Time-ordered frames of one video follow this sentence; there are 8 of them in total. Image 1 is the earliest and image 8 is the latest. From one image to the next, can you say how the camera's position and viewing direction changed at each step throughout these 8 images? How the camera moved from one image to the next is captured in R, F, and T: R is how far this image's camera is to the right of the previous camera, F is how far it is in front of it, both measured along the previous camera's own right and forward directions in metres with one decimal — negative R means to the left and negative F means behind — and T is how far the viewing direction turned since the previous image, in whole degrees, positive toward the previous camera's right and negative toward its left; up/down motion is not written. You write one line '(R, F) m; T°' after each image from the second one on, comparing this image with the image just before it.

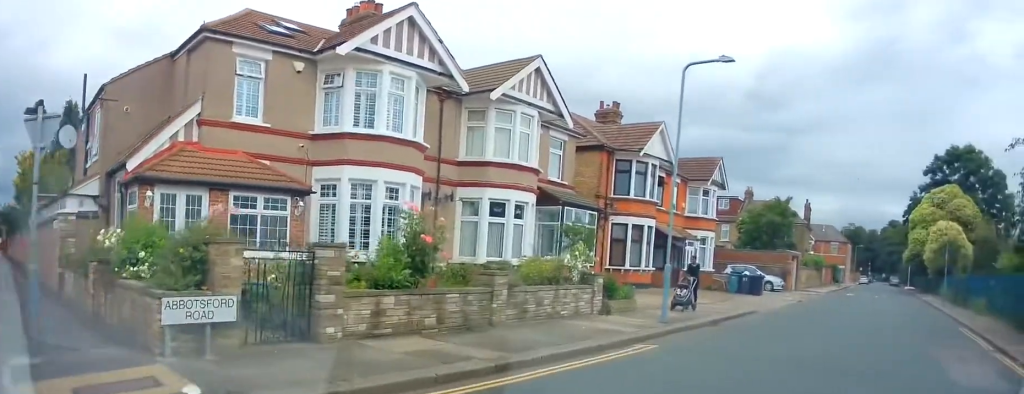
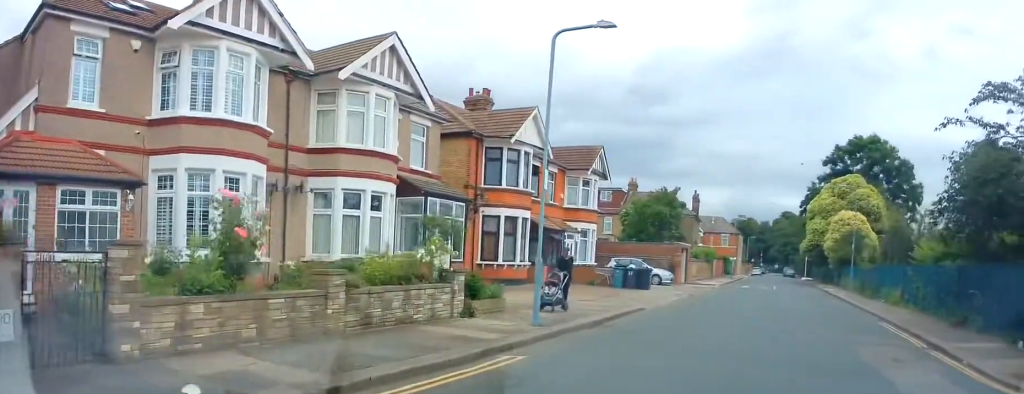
(+0.5, +1.9) m; +8°
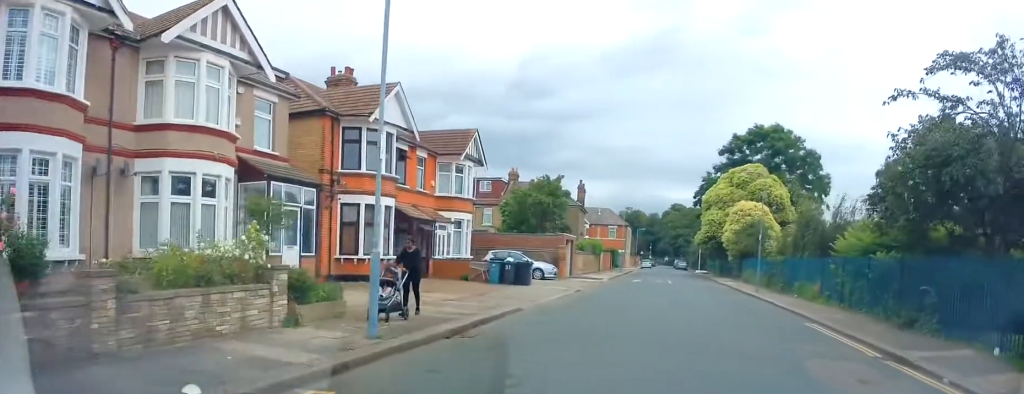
(+0.4, +2.7) m; +8°
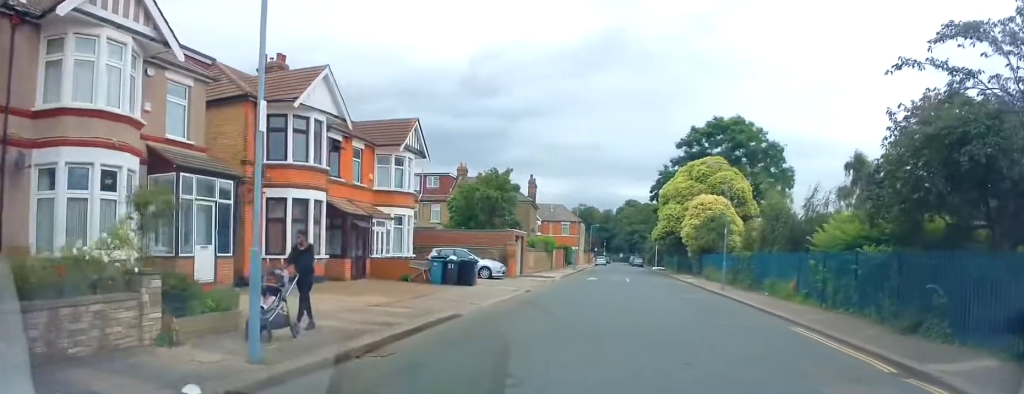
(0.0, +2.3) m; 0°
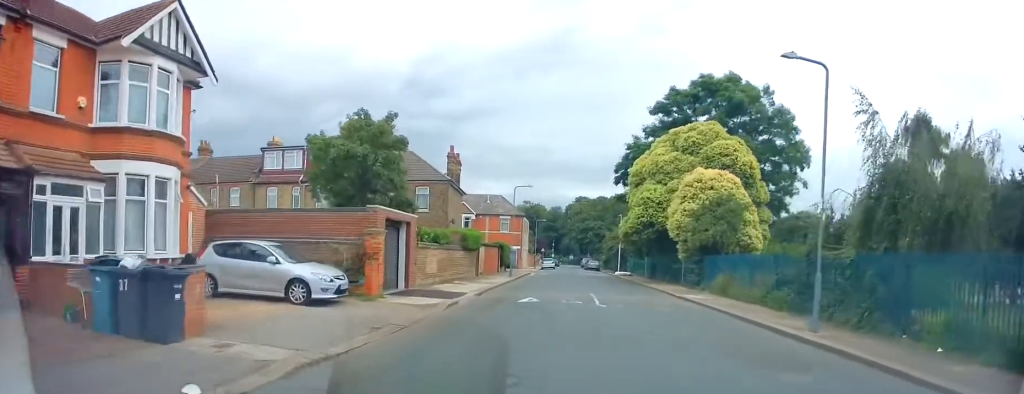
(+0.4, +16.5) m; +6°
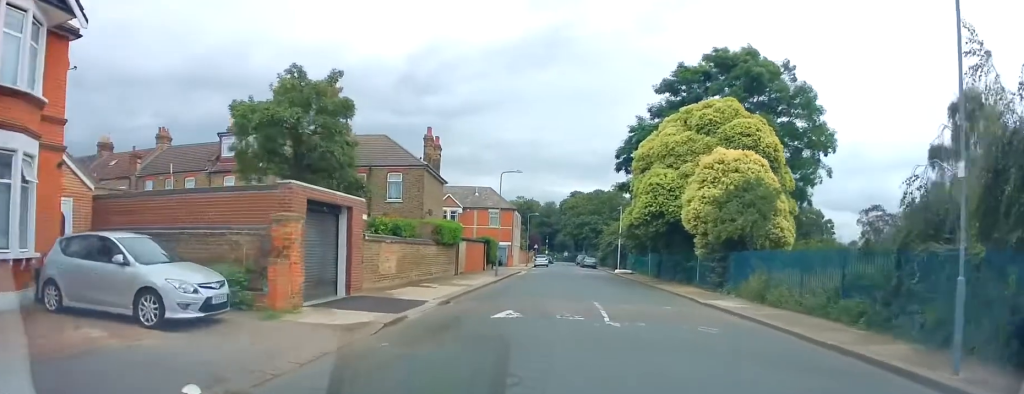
(+0.3, +5.6) m; +2°
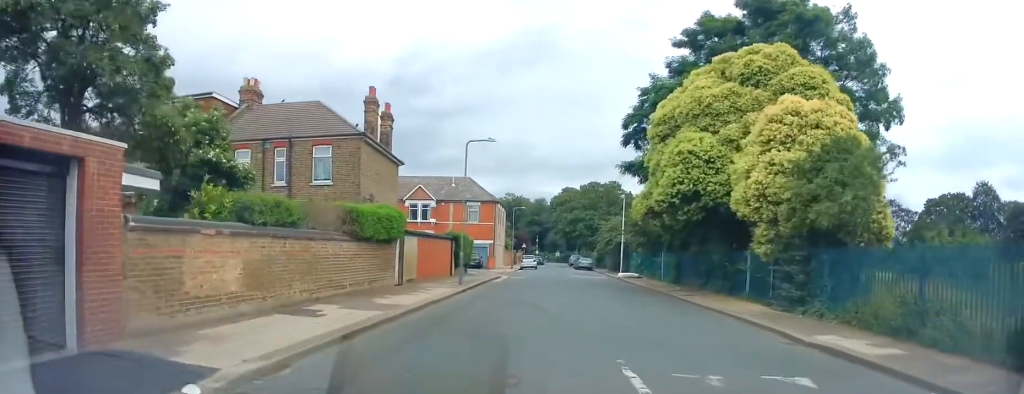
(-0.6, +10.4) m; -4°
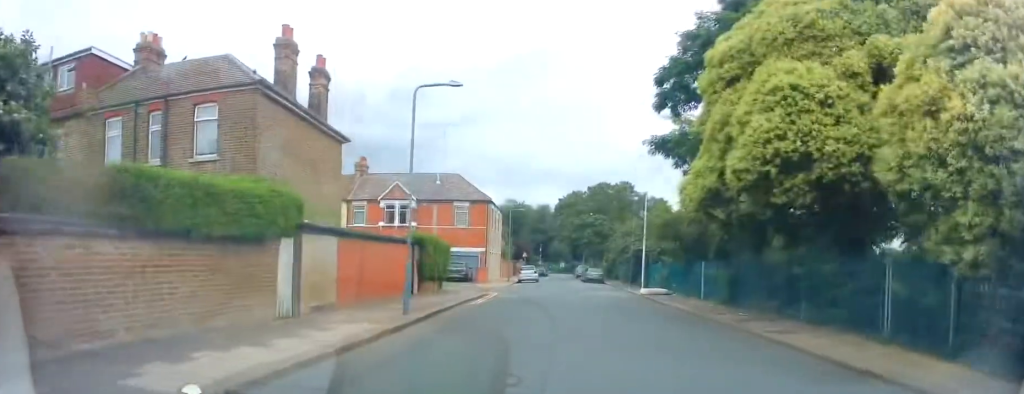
(+0.2, +6.4) m; +1°
